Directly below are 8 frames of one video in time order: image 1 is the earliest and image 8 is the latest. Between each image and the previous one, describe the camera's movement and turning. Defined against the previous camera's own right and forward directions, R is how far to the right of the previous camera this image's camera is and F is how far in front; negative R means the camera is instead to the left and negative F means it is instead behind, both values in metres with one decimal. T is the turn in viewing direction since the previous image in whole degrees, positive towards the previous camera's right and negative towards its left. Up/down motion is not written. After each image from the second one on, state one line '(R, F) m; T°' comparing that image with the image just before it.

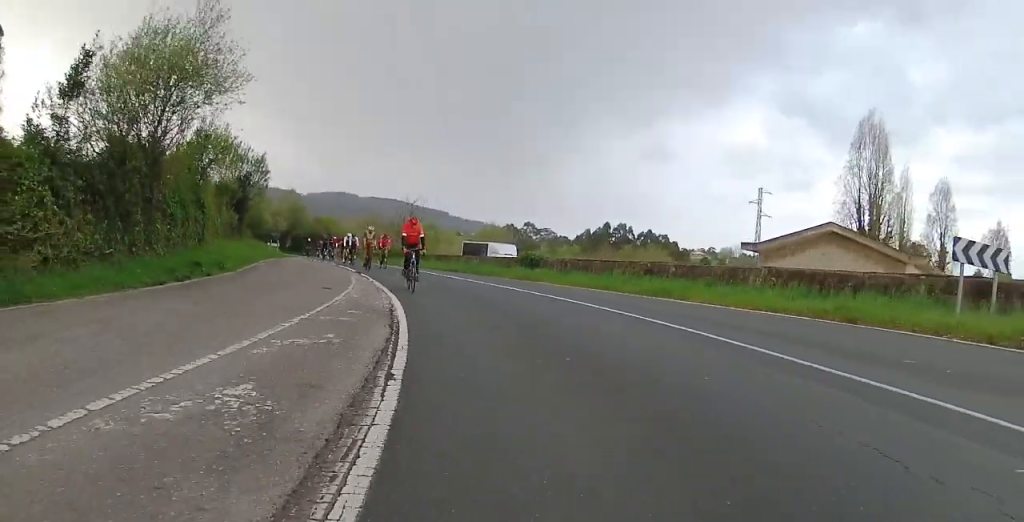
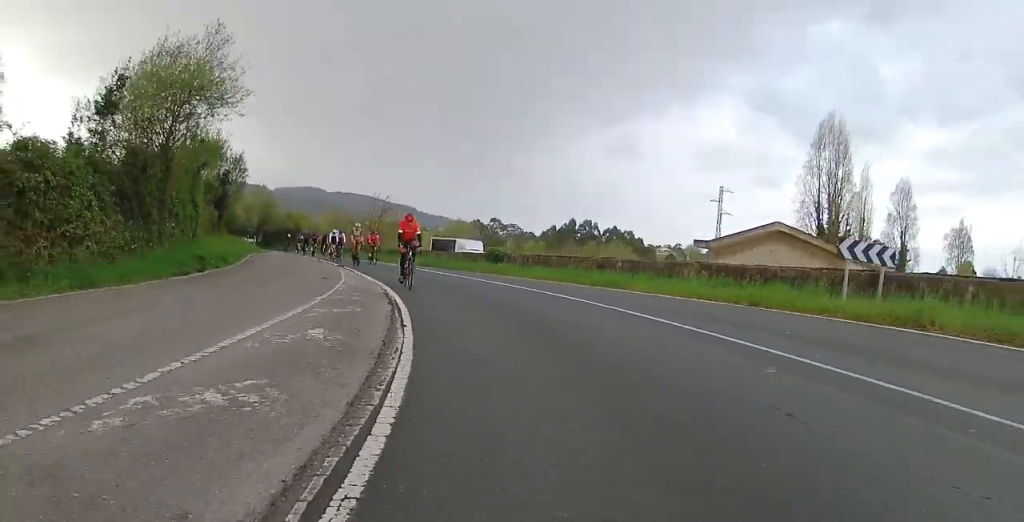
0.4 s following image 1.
(-0.1, +2.5) m; +2°
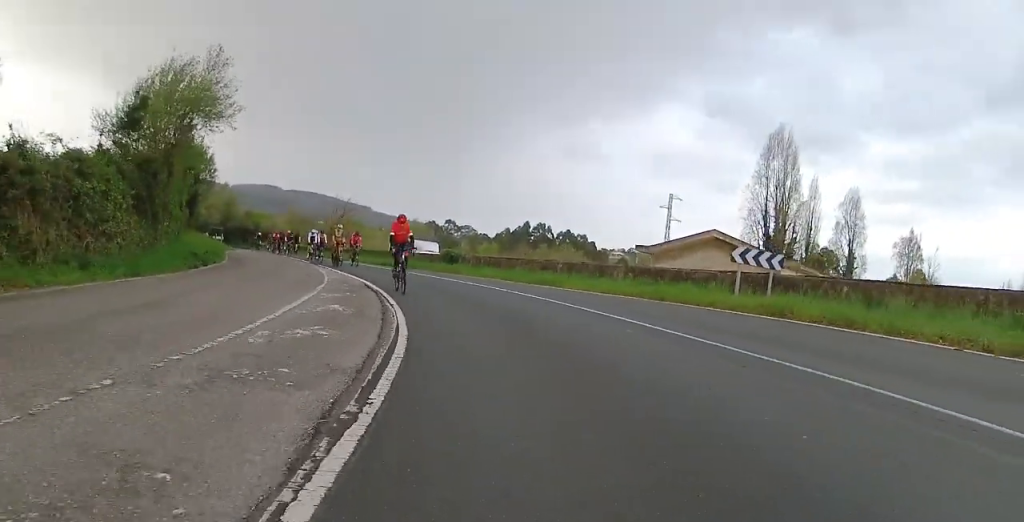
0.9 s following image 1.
(+0.2, +3.1) m; +3°
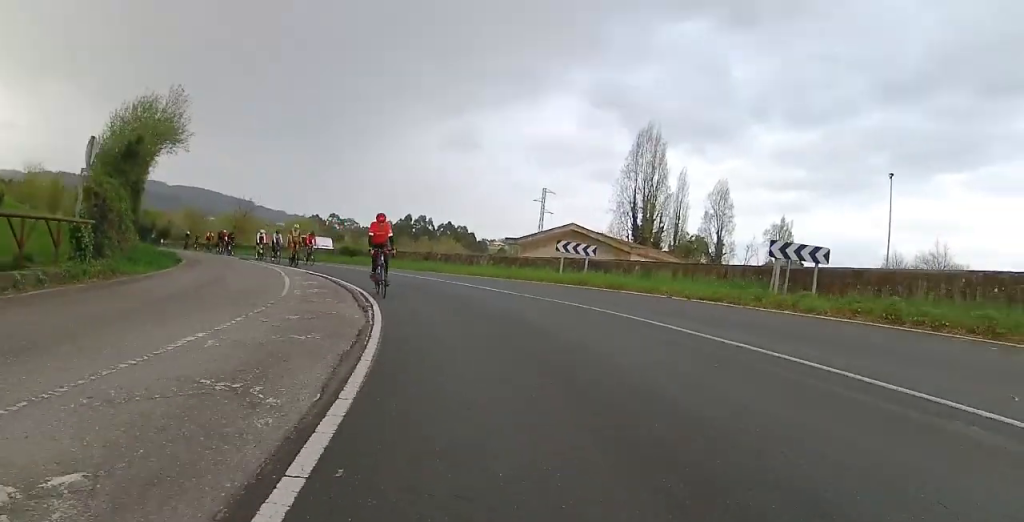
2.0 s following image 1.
(+0.4, +6.9) m; +5°
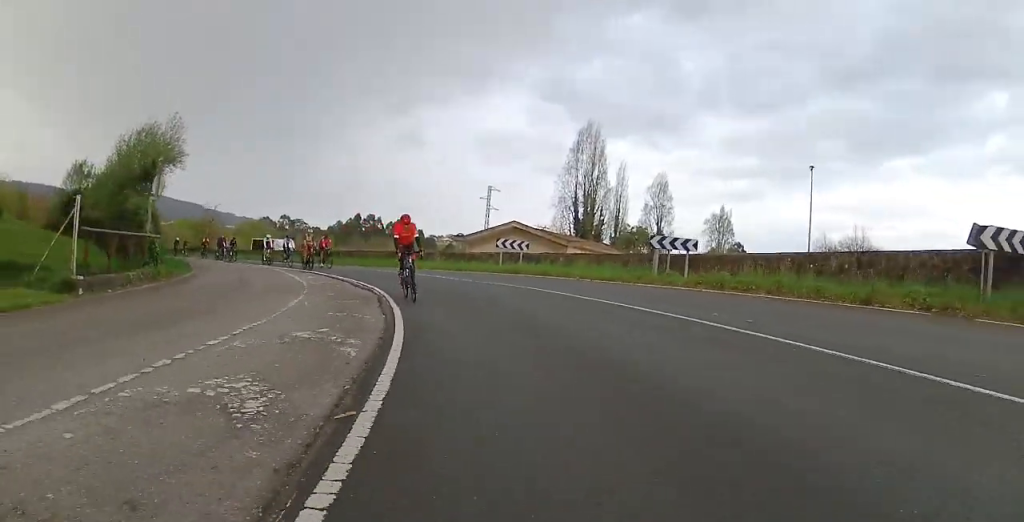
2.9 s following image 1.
(+0.1, +5.2) m; +1°
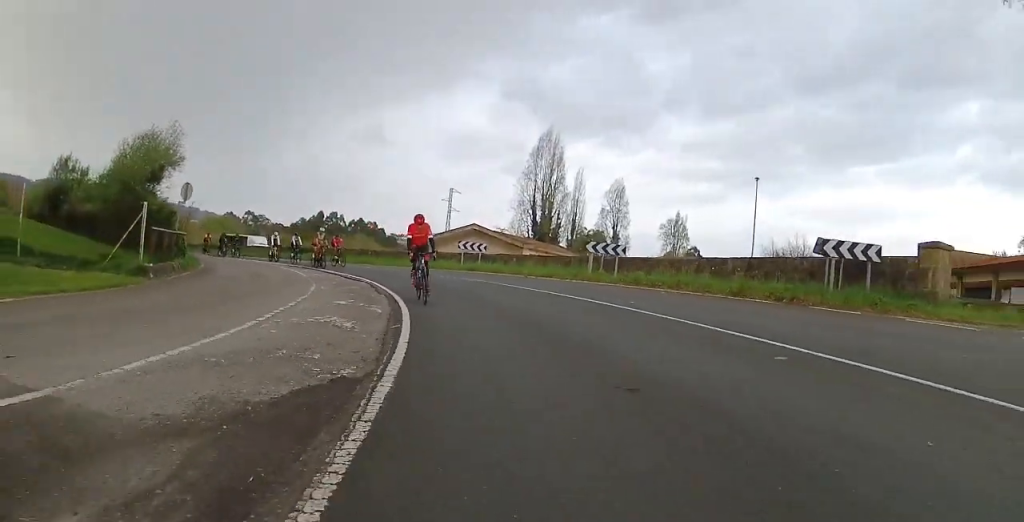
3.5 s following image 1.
(0.0, +4.0) m; 0°
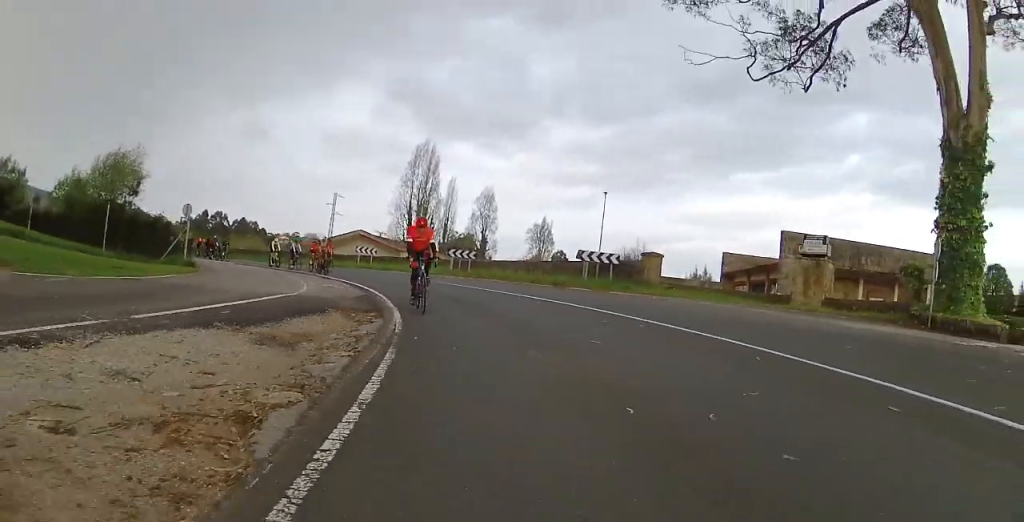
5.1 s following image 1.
(+1.2, +10.9) m; +15°
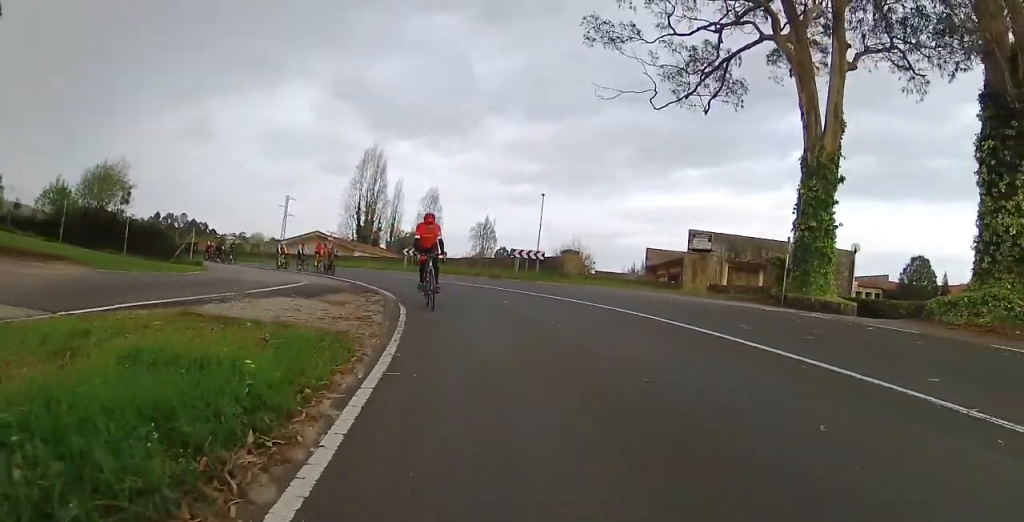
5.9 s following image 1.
(+0.5, +6.2) m; +9°
